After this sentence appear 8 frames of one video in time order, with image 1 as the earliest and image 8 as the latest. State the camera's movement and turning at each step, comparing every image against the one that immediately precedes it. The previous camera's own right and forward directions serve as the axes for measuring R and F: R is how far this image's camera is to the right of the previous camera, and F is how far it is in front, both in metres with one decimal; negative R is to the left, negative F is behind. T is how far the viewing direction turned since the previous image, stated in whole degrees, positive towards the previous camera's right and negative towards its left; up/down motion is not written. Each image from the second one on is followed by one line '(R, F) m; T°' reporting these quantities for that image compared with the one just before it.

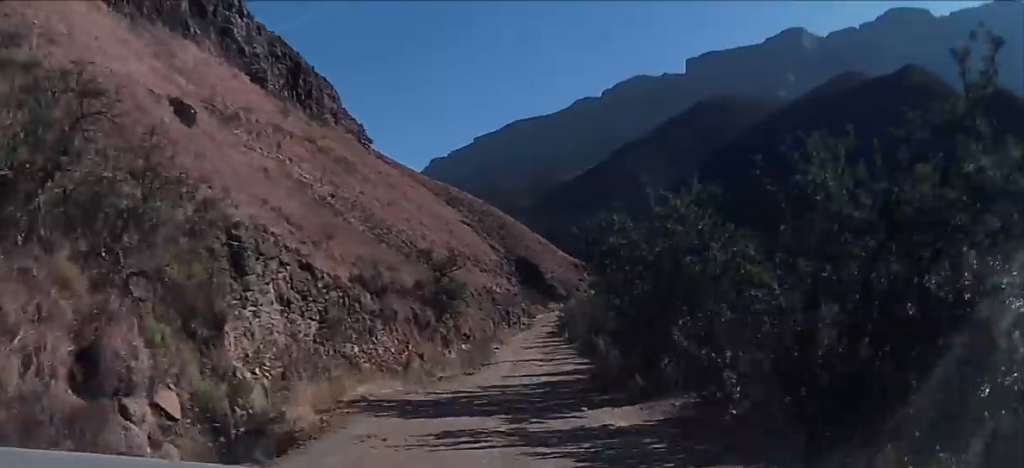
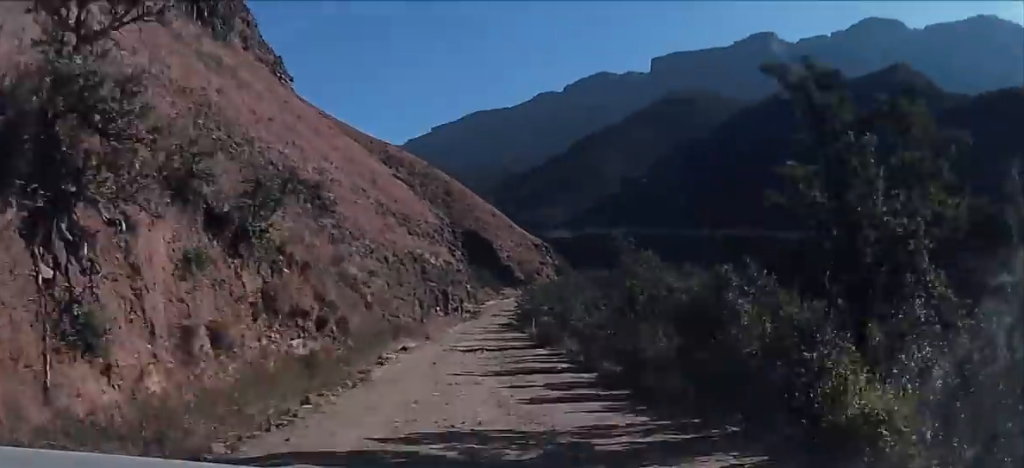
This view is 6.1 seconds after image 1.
(-0.4, +26.9) m; 0°
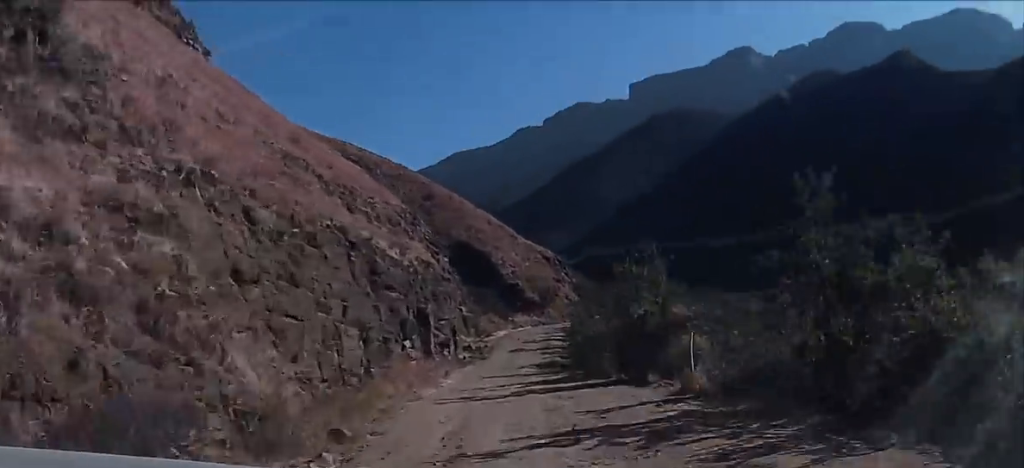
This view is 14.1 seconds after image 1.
(+0.6, +37.0) m; +4°
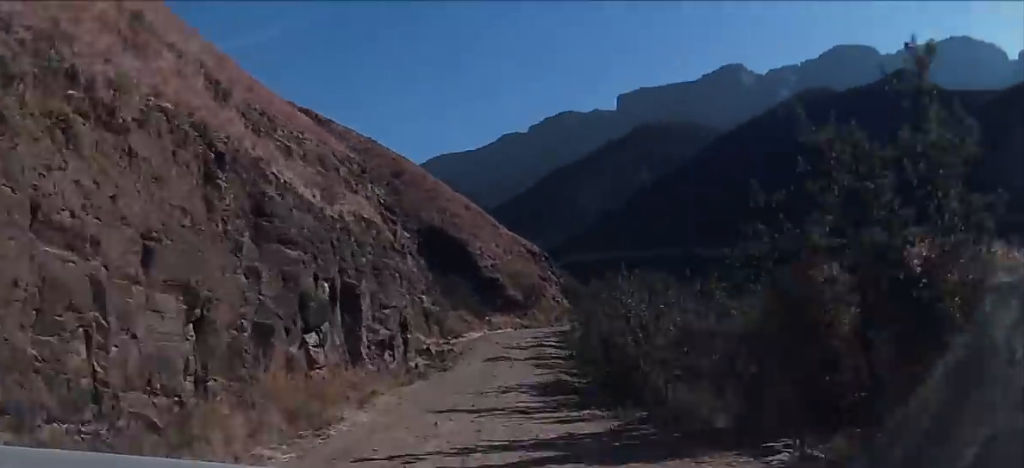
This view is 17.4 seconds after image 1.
(+0.5, +15.4) m; +3°
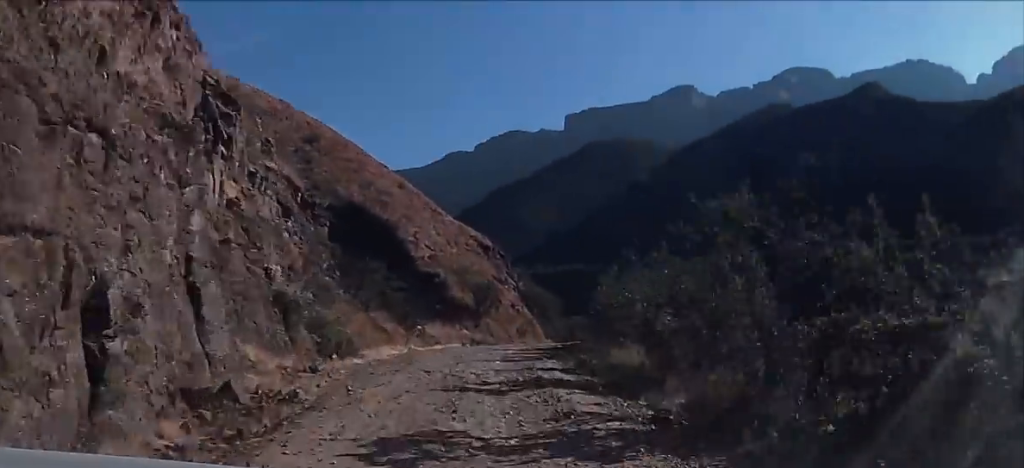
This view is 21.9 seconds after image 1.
(+0.1, +22.0) m; +5°
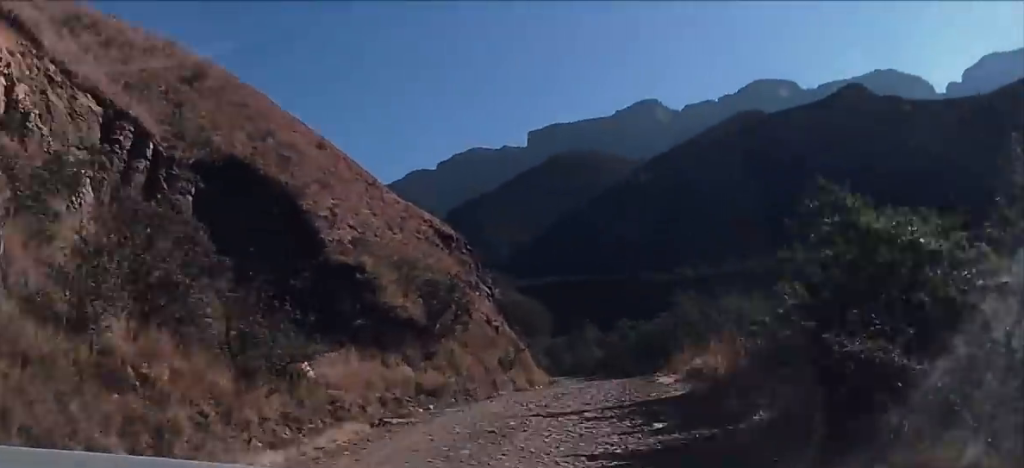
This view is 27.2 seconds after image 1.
(+2.0, +26.3) m; +1°
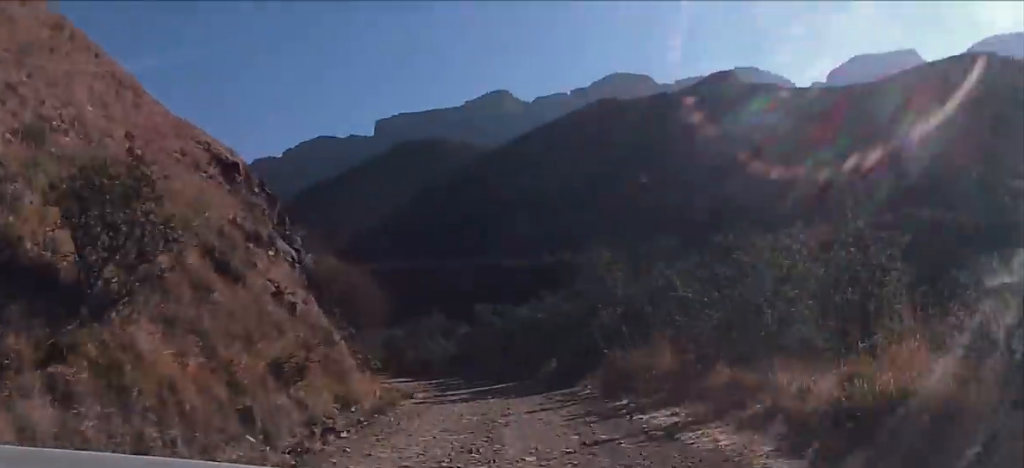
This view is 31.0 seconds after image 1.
(+1.6, +18.5) m; 0°
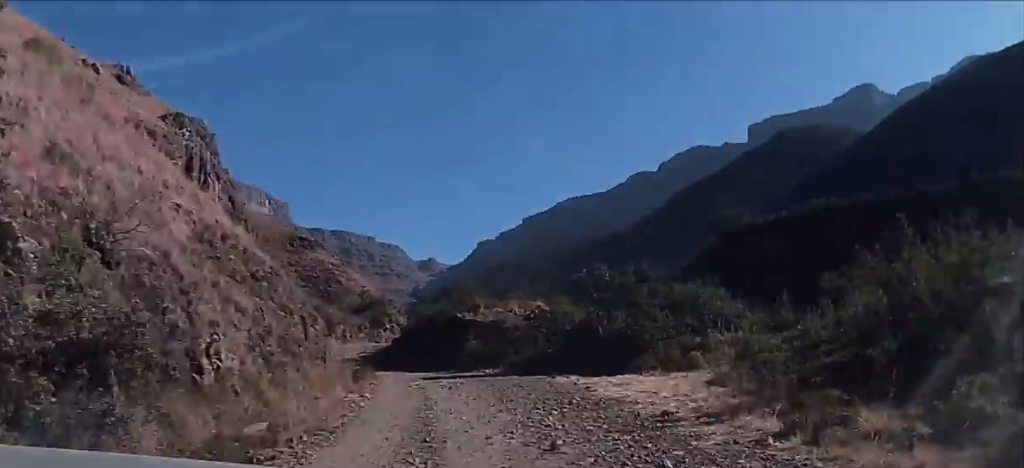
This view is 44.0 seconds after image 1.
(-11.8, +60.0) m; -22°
